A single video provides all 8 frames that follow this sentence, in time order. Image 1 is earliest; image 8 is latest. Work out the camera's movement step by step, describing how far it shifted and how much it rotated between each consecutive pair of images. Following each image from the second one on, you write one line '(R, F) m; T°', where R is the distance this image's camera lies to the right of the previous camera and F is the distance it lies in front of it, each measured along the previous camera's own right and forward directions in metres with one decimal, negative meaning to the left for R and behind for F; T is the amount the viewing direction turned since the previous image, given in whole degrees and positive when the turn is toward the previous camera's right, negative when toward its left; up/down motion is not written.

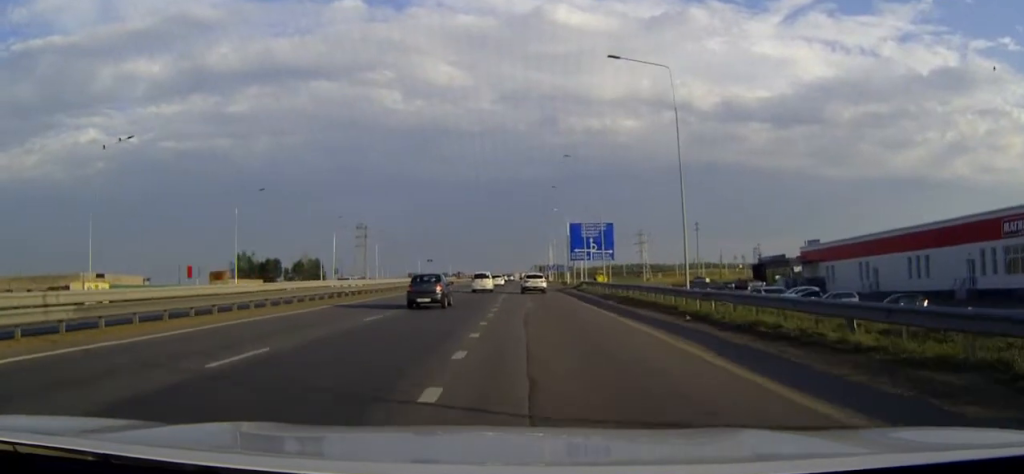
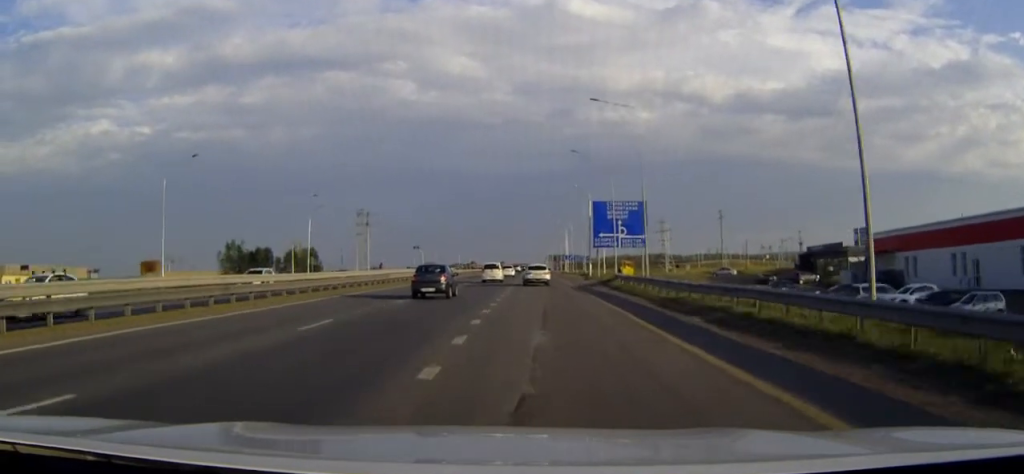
(-0.2, +18.1) m; -1°
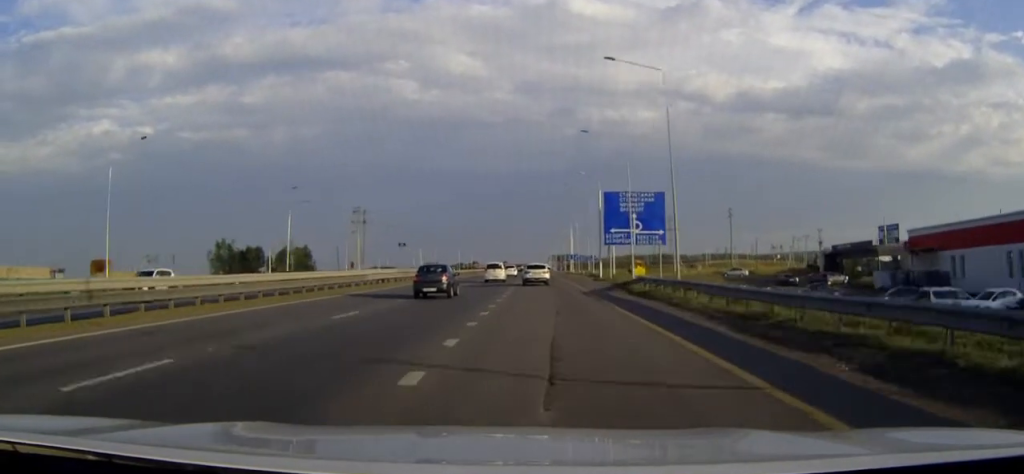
(0.0, +9.0) m; 0°
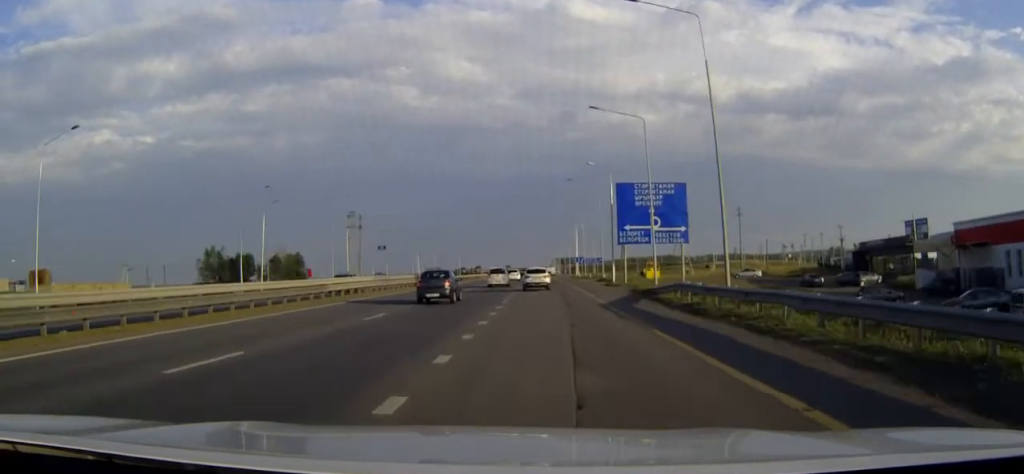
(0.0, +9.0) m; 0°
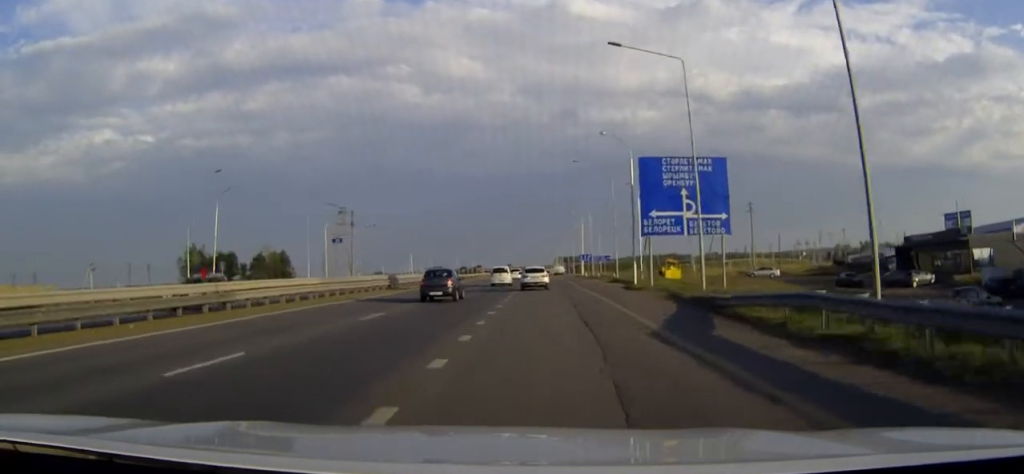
(0.0, +12.4) m; 0°
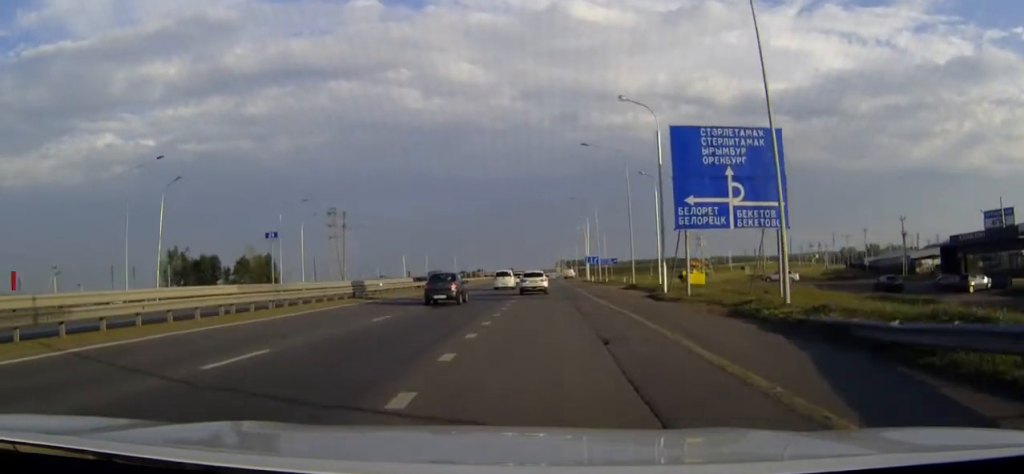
(0.0, +10.7) m; 0°
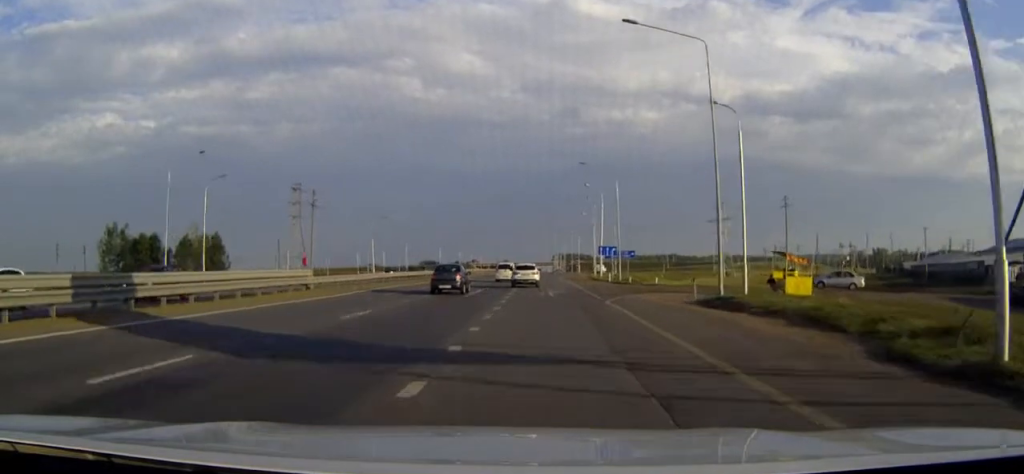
(-0.1, +27.2) m; 0°
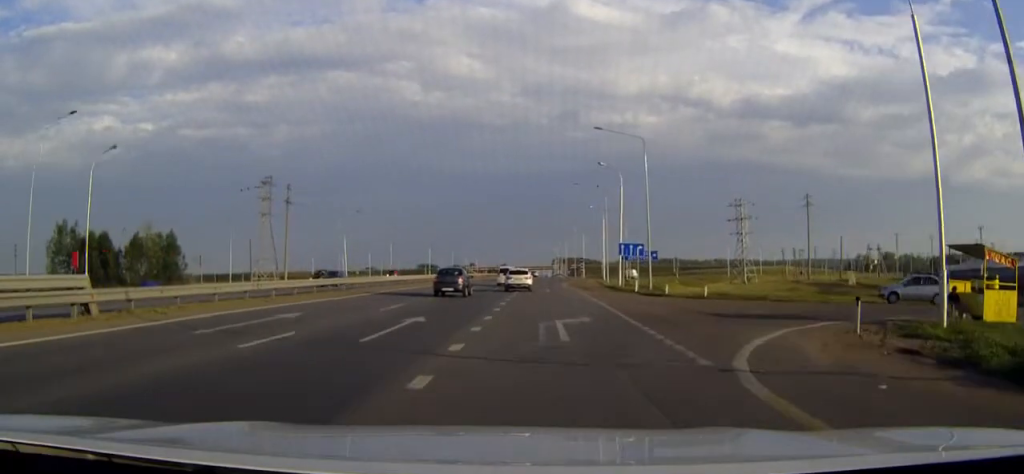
(0.0, +18.8) m; 0°
